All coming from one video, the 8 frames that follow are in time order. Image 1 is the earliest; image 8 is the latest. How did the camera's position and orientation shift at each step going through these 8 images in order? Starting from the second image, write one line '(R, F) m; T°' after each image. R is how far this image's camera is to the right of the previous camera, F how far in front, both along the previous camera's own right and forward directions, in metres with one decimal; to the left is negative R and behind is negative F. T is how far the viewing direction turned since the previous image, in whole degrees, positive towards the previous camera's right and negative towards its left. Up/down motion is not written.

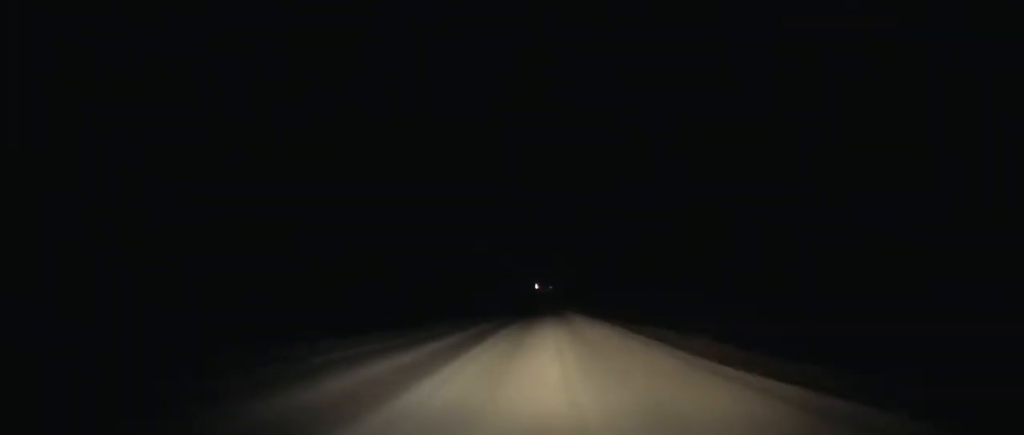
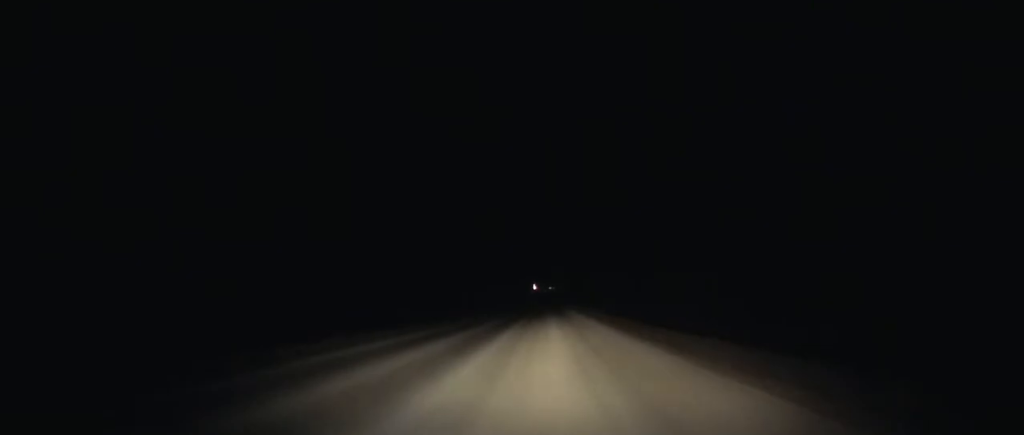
(+0.3, +77.3) m; 0°
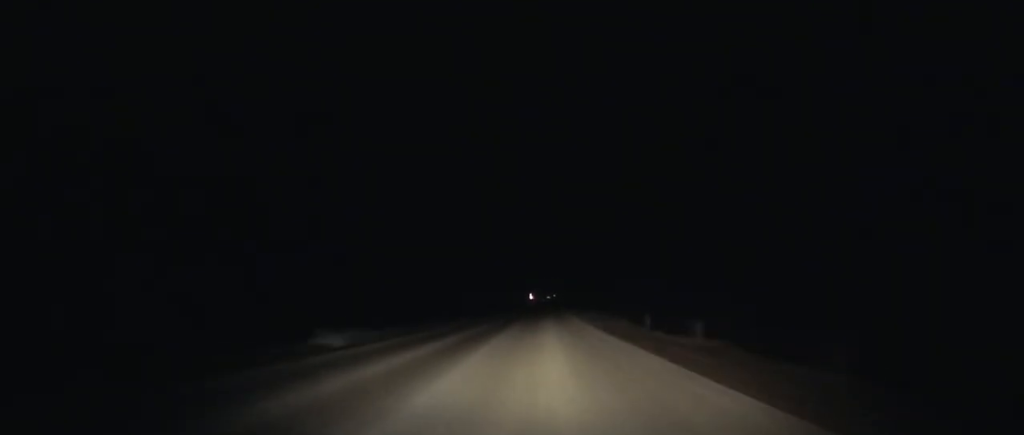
(-0.1, +89.7) m; 0°
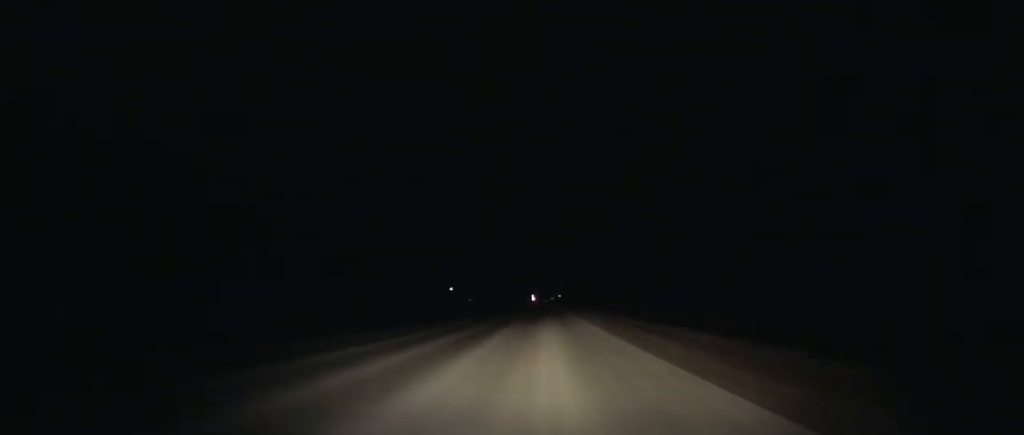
(0.0, +59.1) m; 0°
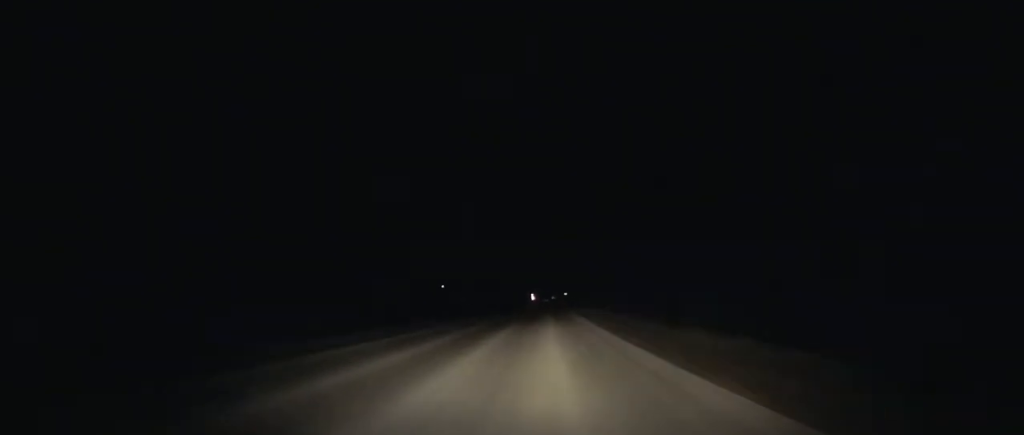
(0.0, +57.1) m; 0°
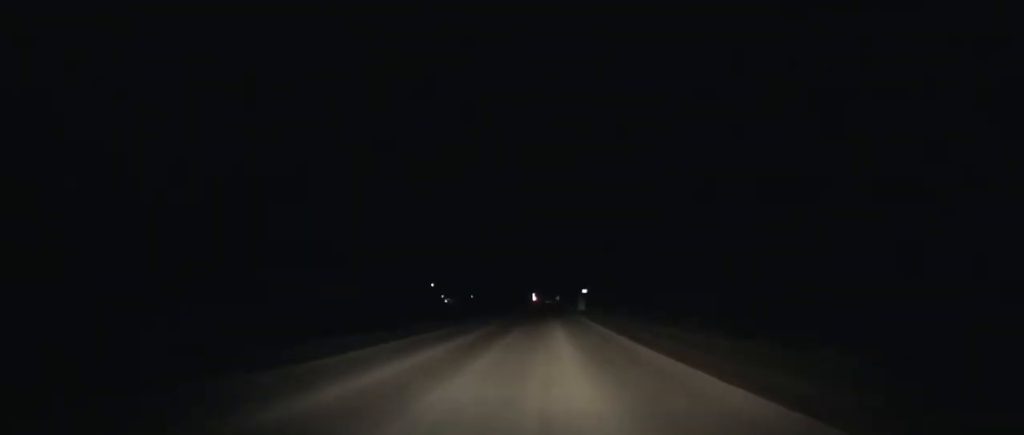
(-0.1, +72.8) m; 0°
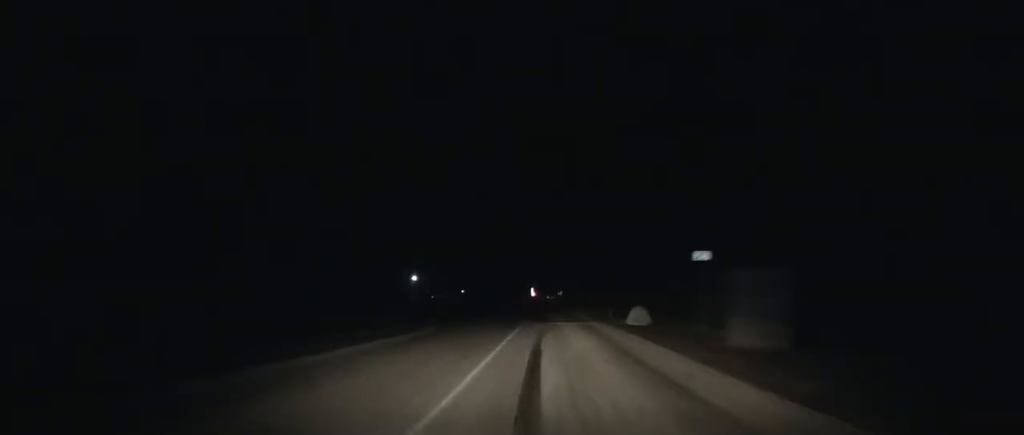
(0.0, +72.7) m; 0°
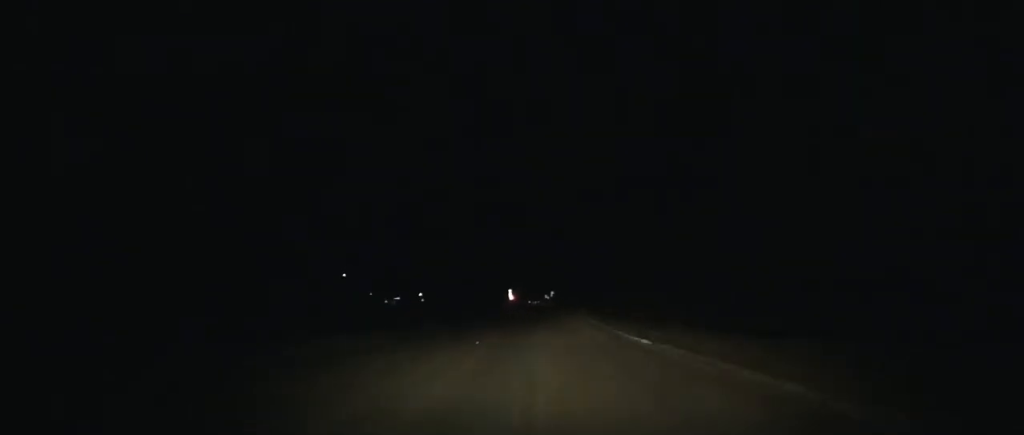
(+0.3, +133.5) m; 0°
